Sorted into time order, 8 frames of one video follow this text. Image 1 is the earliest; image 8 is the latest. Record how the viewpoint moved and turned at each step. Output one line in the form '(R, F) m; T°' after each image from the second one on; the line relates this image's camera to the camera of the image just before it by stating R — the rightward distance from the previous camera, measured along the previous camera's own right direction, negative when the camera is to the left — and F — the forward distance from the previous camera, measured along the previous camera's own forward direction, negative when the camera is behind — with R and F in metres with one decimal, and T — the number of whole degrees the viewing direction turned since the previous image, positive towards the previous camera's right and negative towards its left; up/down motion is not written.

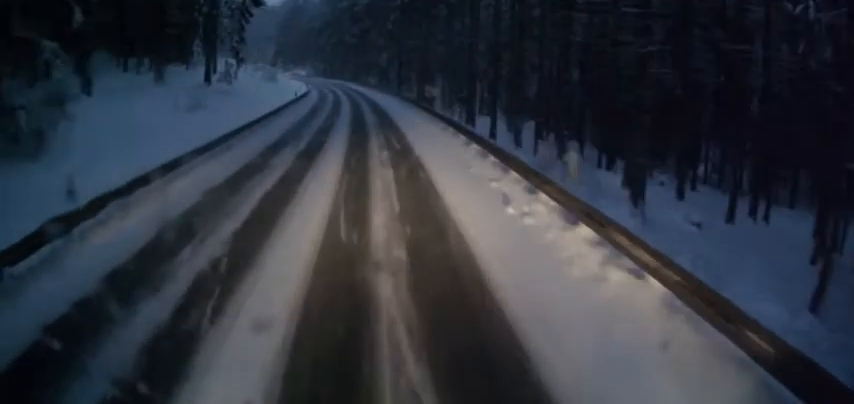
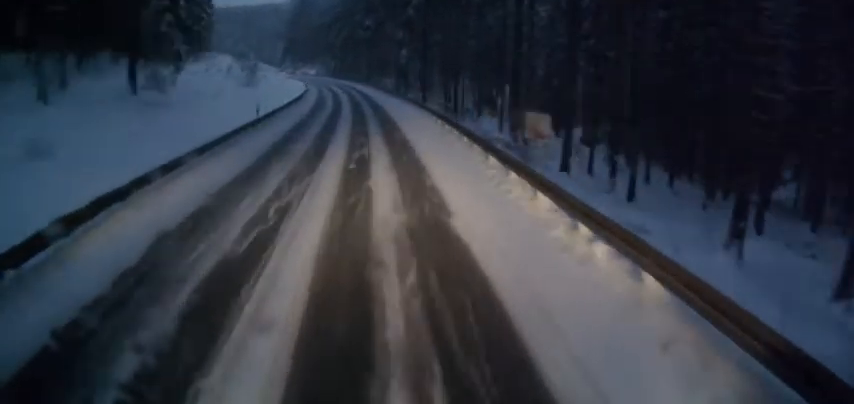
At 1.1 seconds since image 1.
(0.0, +15.8) m; -2°
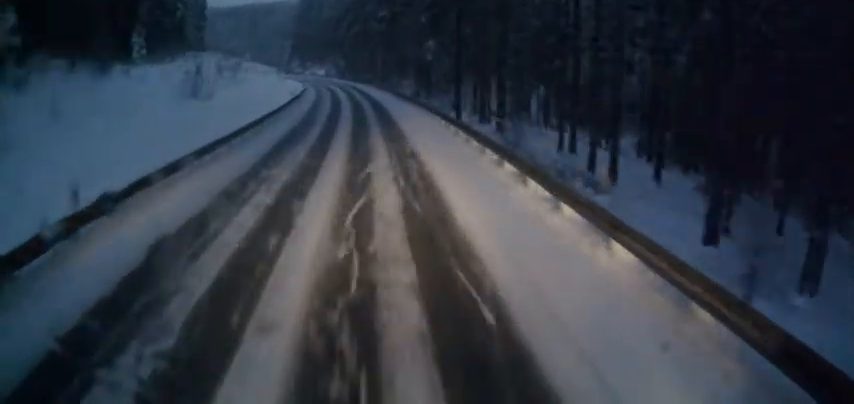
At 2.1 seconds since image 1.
(-0.5, +15.0) m; -3°
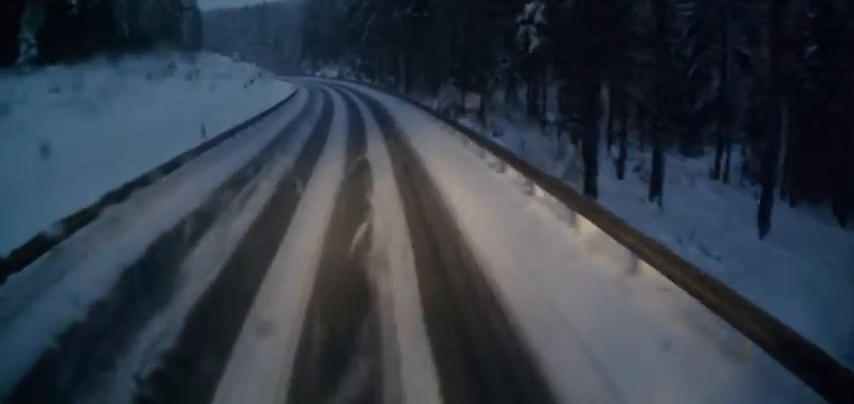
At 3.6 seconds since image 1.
(-0.3, +24.1) m; -1°
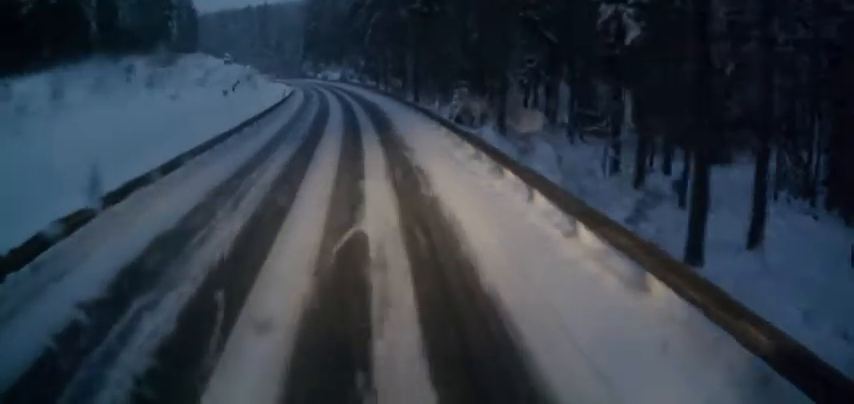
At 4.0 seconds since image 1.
(0.0, +7.3) m; -1°
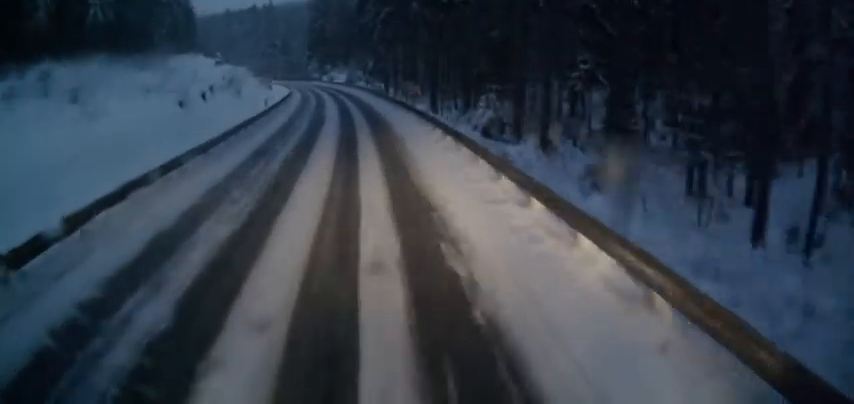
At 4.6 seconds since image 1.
(0.0, +9.3) m; -1°
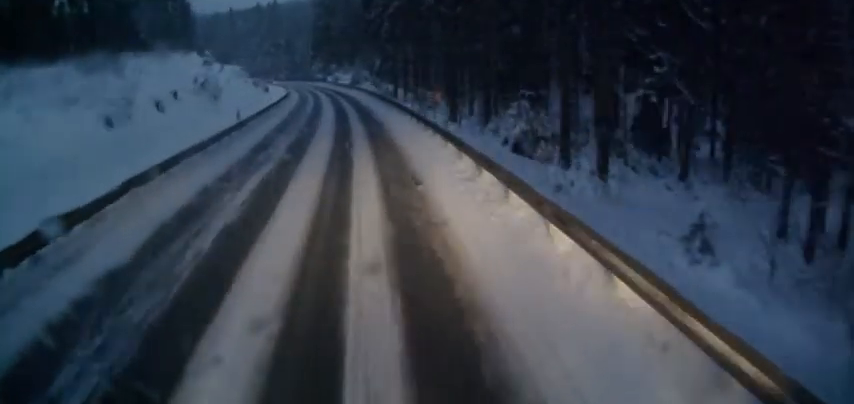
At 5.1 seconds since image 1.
(-0.1, +8.7) m; -1°
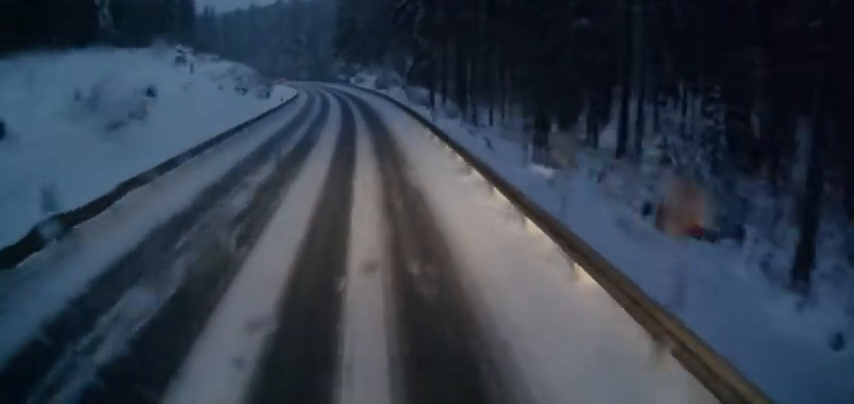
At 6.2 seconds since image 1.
(-0.4, +15.7) m; -4°
